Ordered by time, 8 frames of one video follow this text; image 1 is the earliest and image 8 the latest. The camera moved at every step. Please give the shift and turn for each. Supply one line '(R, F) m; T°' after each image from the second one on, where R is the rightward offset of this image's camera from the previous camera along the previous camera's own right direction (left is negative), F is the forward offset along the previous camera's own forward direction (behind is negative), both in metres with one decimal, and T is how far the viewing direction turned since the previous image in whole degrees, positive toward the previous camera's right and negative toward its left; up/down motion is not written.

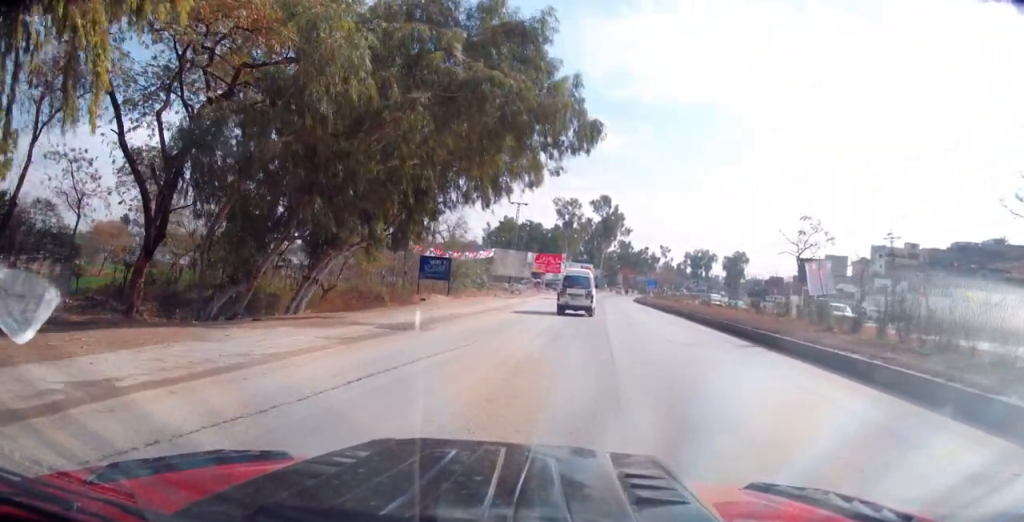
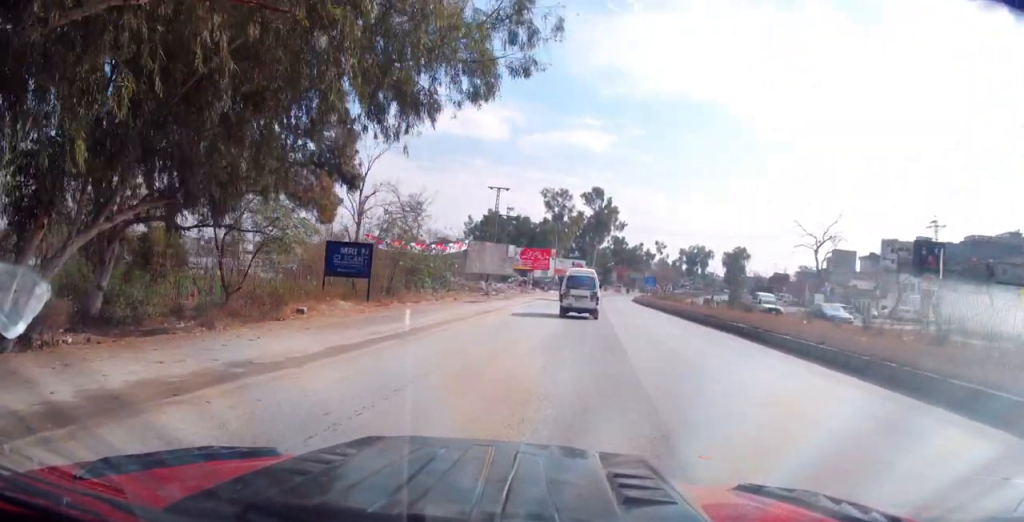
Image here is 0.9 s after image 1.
(+0.1, +11.8) m; +1°
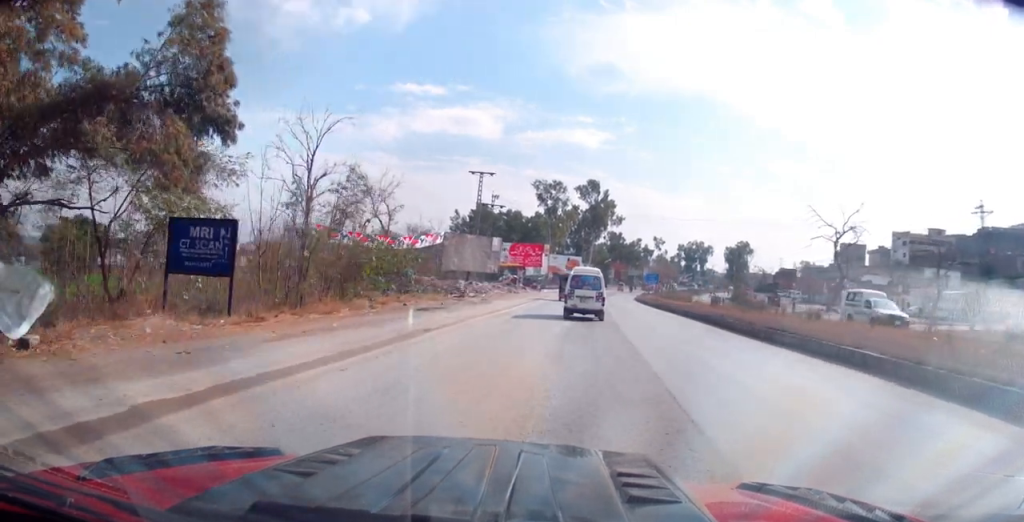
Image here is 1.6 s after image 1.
(+0.1, +9.2) m; +1°
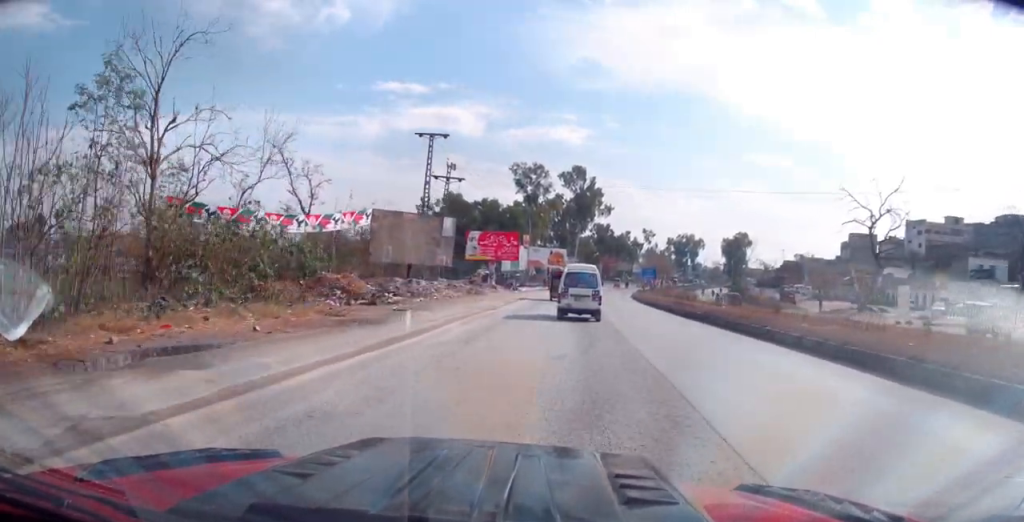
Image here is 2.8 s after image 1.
(+0.2, +15.4) m; +2°
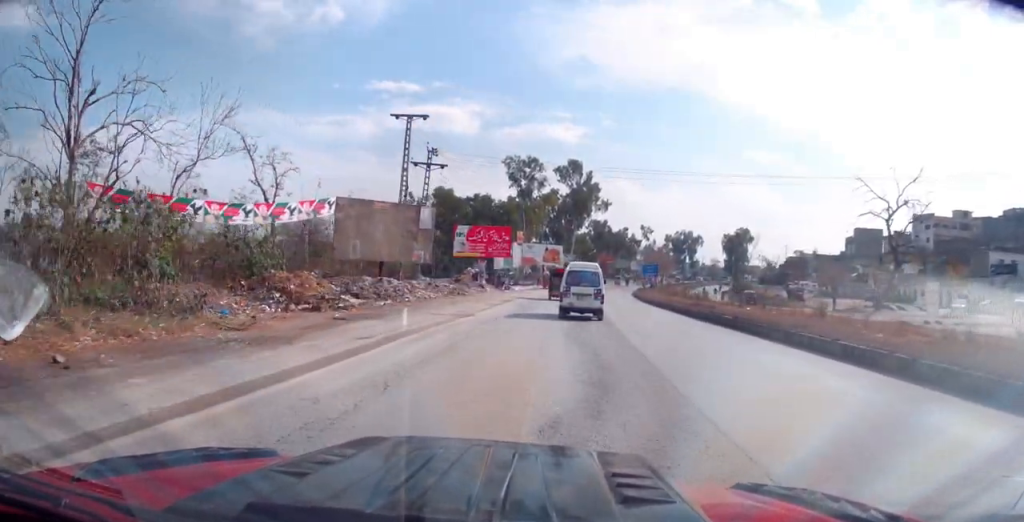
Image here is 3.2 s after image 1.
(+0.2, +5.6) m; 0°
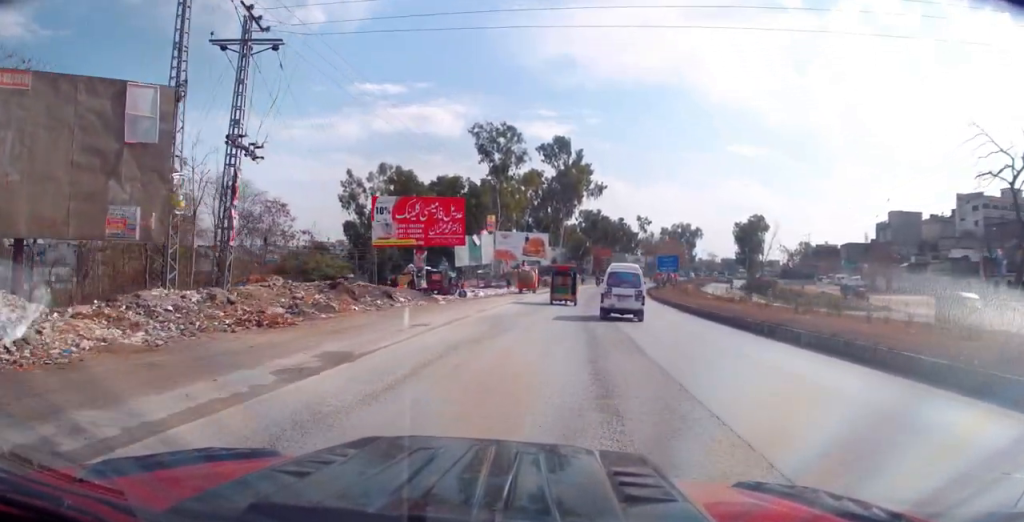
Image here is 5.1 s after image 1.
(-0.4, +24.2) m; 0°
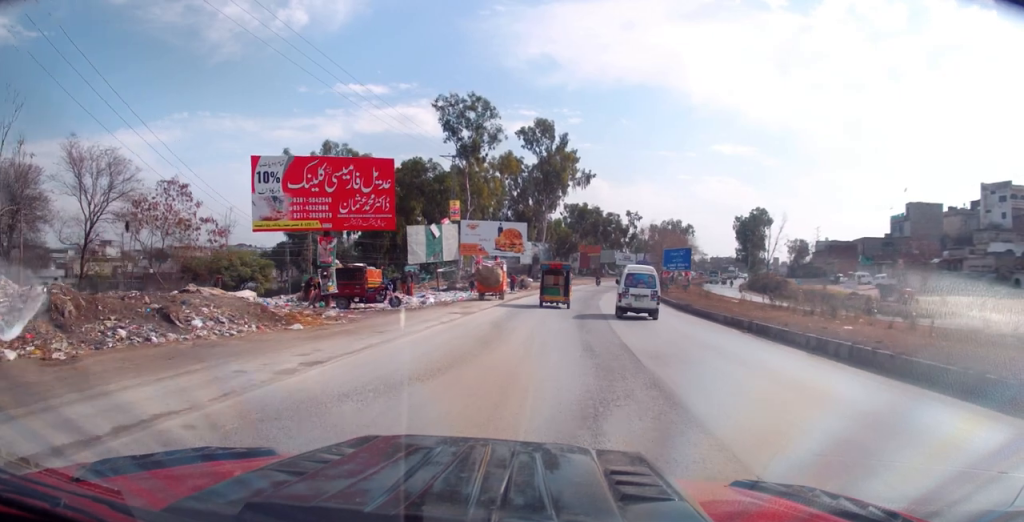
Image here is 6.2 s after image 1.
(+0.2, +14.2) m; +1°
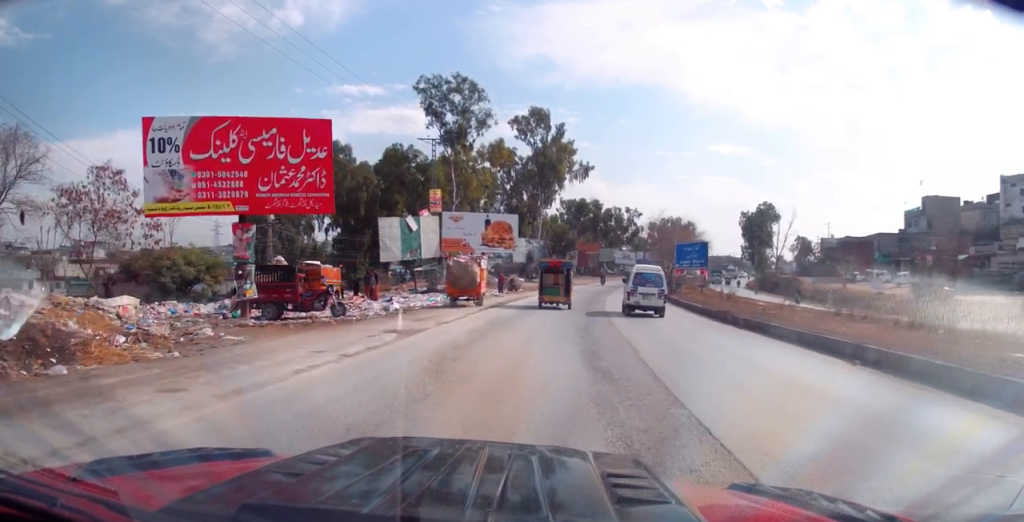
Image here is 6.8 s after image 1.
(0.0, +7.1) m; +1°
